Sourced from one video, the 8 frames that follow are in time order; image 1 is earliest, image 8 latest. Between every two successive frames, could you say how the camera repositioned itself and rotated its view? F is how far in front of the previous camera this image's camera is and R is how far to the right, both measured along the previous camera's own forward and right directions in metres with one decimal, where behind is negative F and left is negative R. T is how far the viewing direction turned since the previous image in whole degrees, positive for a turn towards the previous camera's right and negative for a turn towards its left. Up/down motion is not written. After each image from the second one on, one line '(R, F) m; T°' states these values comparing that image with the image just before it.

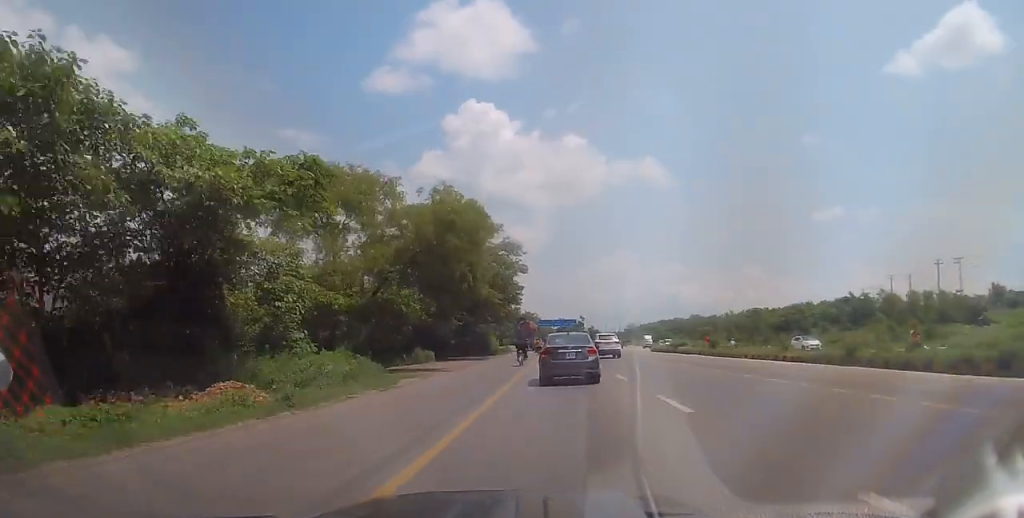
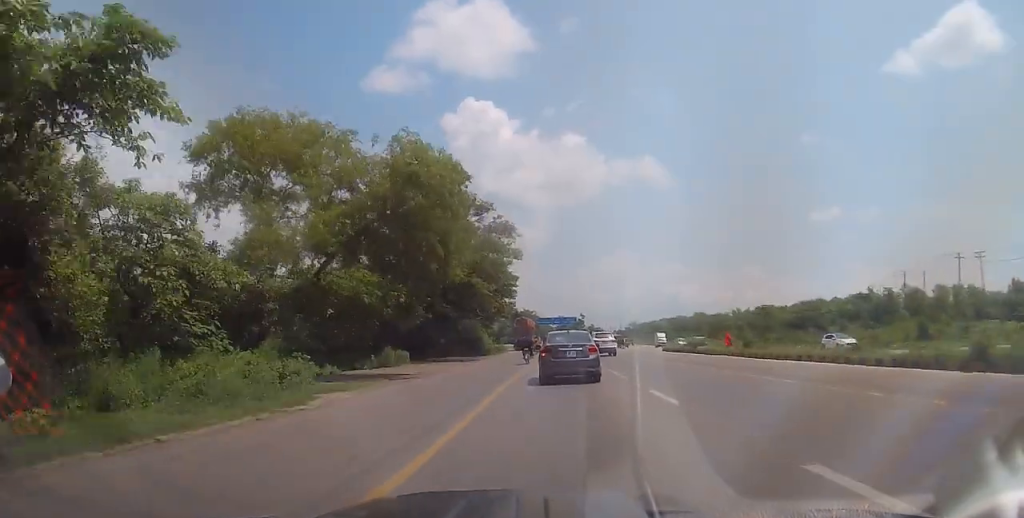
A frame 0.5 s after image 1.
(-0.1, +8.0) m; 0°
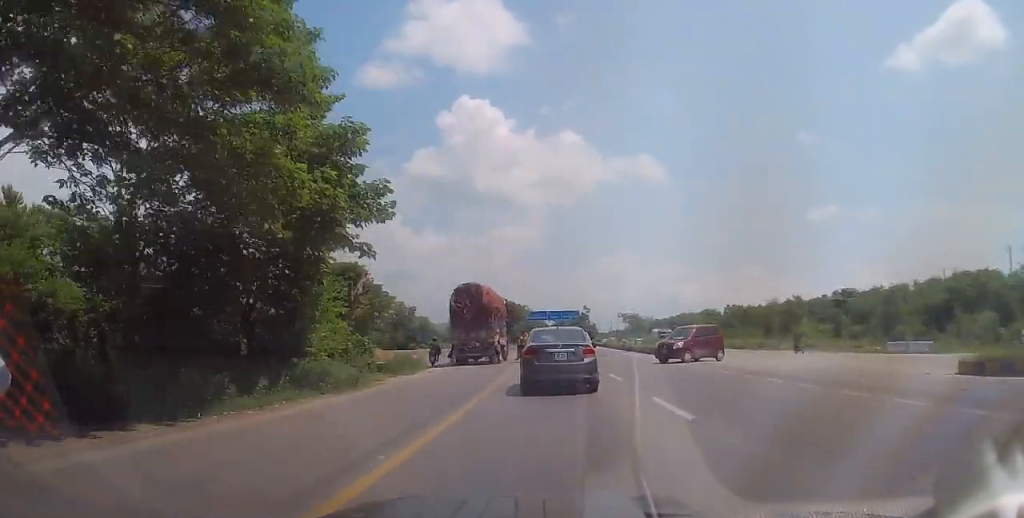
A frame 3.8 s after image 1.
(-0.5, +48.1) m; -1°
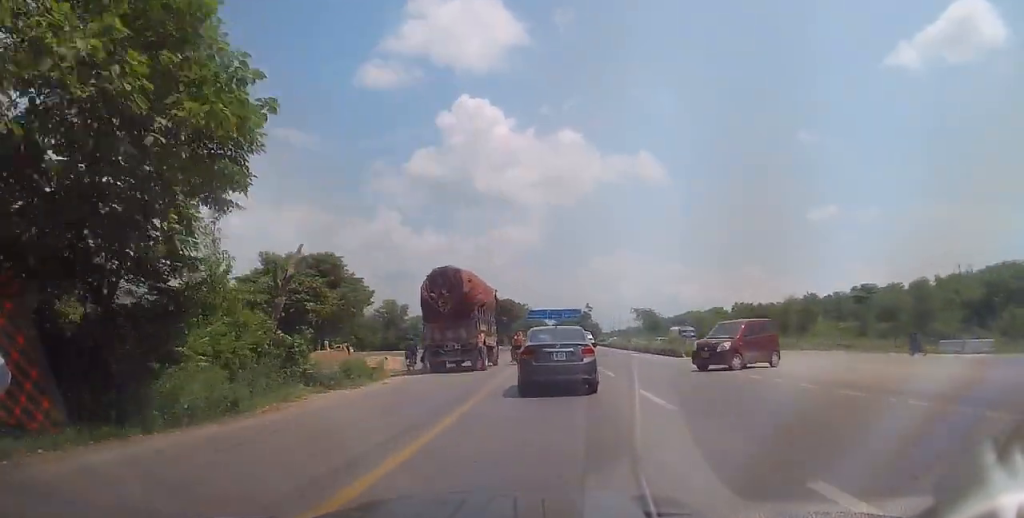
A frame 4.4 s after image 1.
(+0.1, +7.4) m; 0°
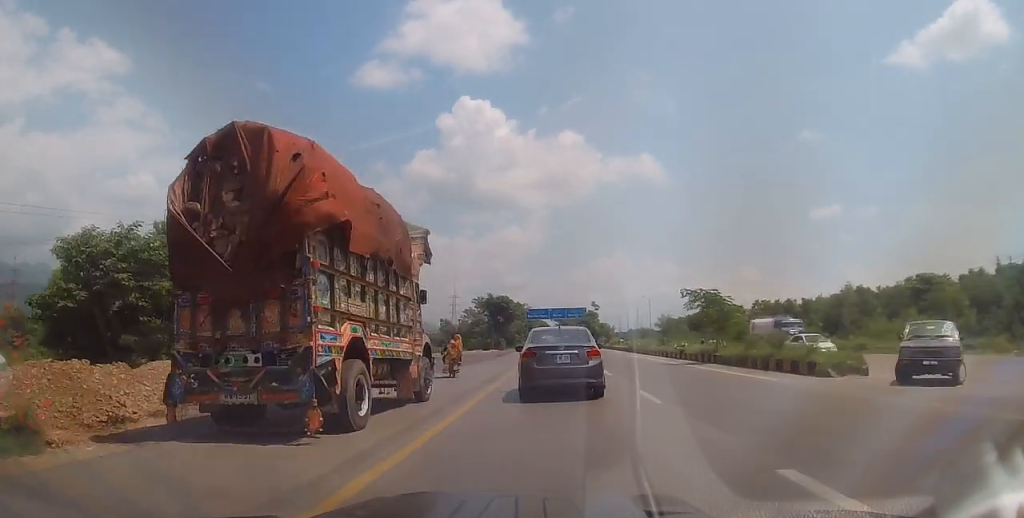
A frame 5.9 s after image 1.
(-0.1, +17.5) m; +1°
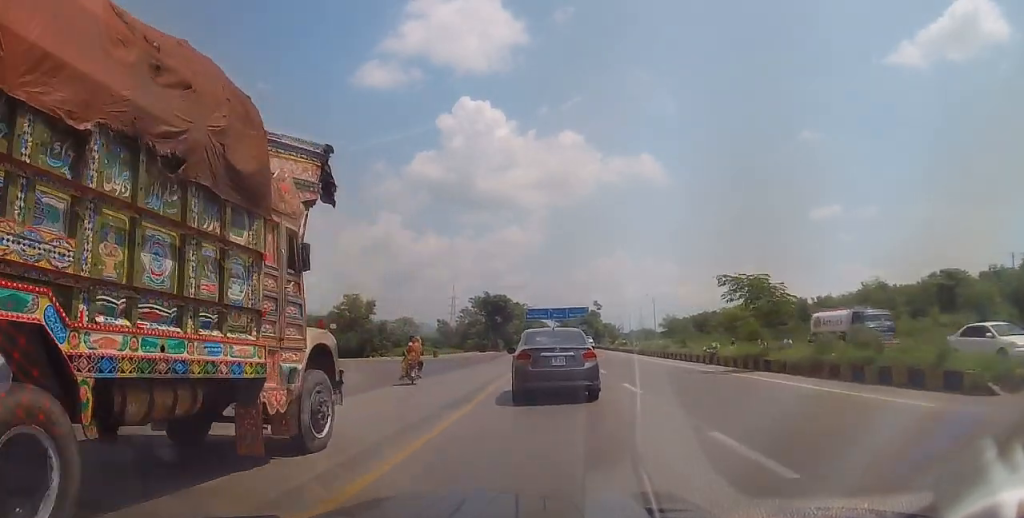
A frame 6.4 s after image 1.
(+0.3, +6.3) m; 0°
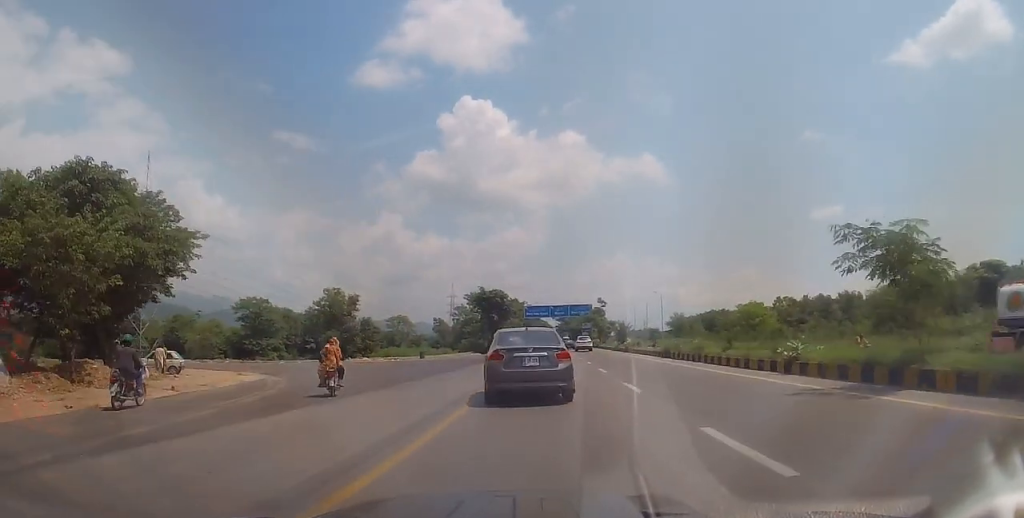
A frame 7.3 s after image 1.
(-0.1, +9.0) m; -2°
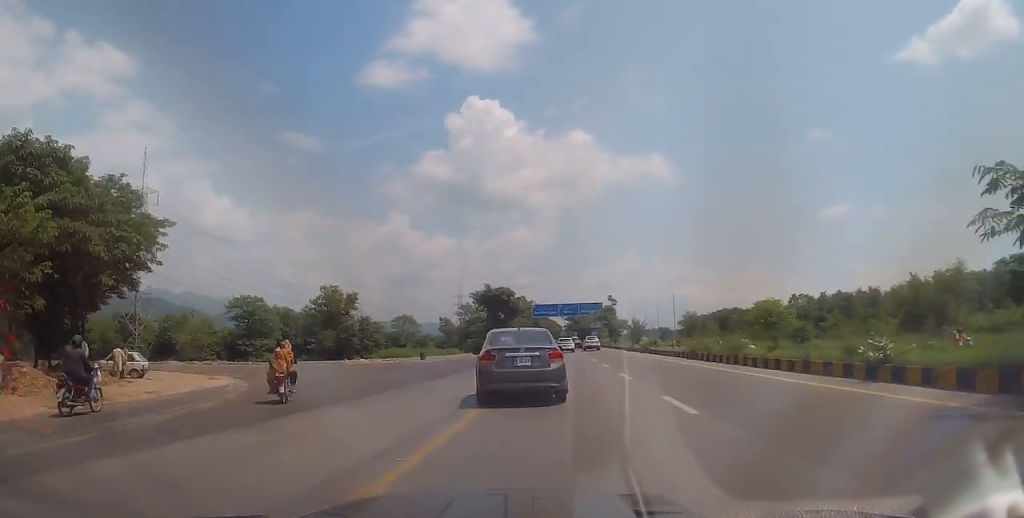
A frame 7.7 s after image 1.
(-0.1, +4.6) m; -1°
